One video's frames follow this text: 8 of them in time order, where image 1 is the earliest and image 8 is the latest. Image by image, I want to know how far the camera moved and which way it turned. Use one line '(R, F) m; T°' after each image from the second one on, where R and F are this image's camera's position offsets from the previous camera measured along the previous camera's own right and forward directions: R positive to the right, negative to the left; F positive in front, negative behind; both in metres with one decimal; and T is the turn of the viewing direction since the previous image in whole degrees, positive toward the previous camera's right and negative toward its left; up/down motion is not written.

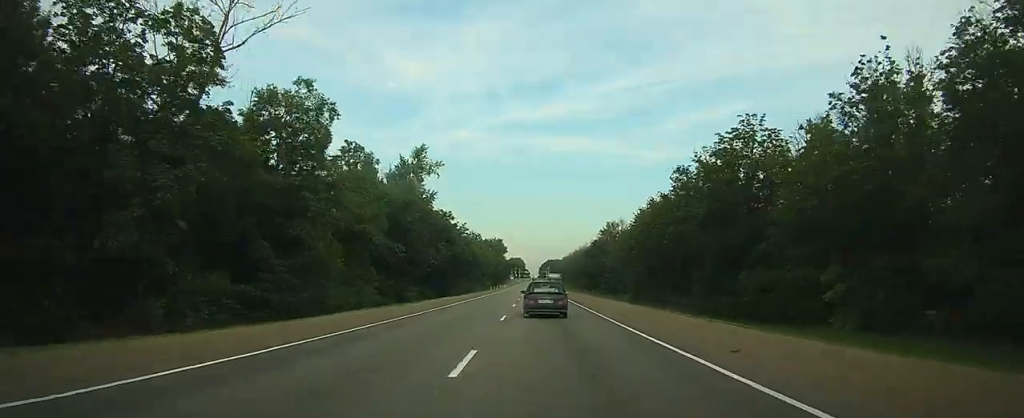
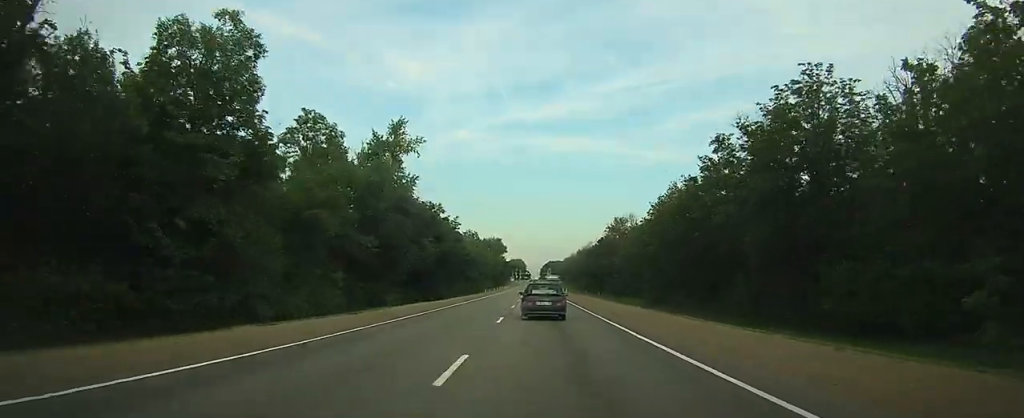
(0.0, +12.7) m; 0°
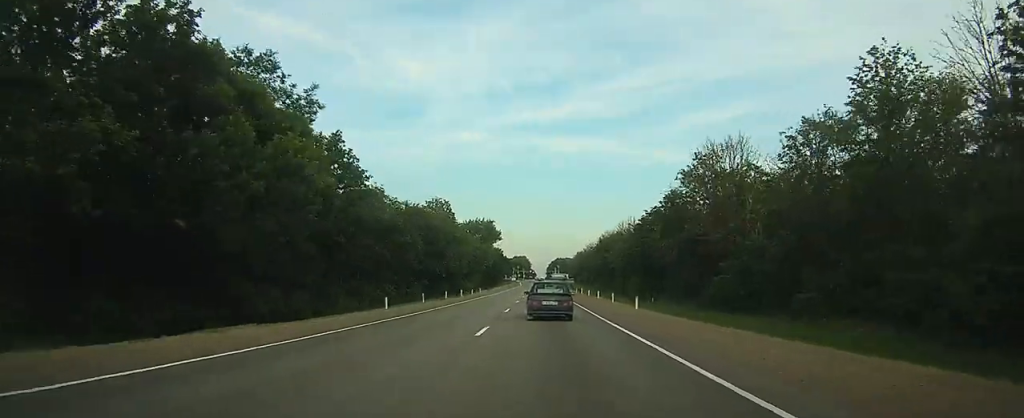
(-0.2, +66.6) m; 0°
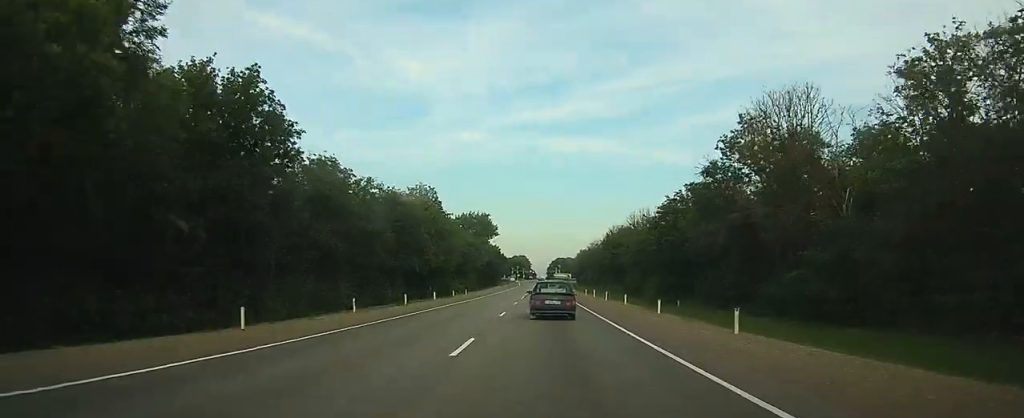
(0.0, +16.2) m; 0°
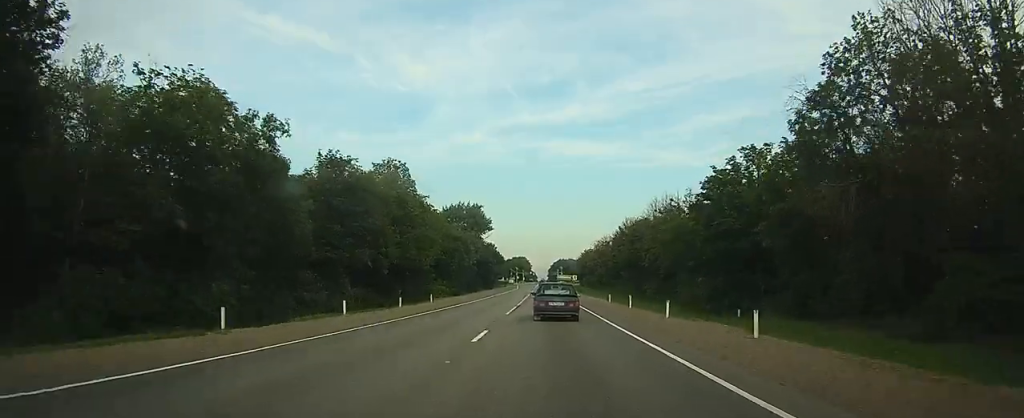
(-0.1, +21.8) m; -1°
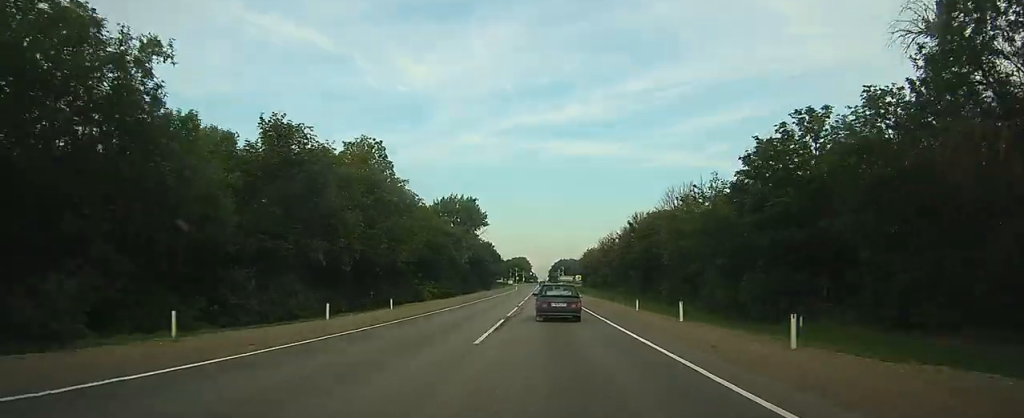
(-0.1, +12.2) m; 0°
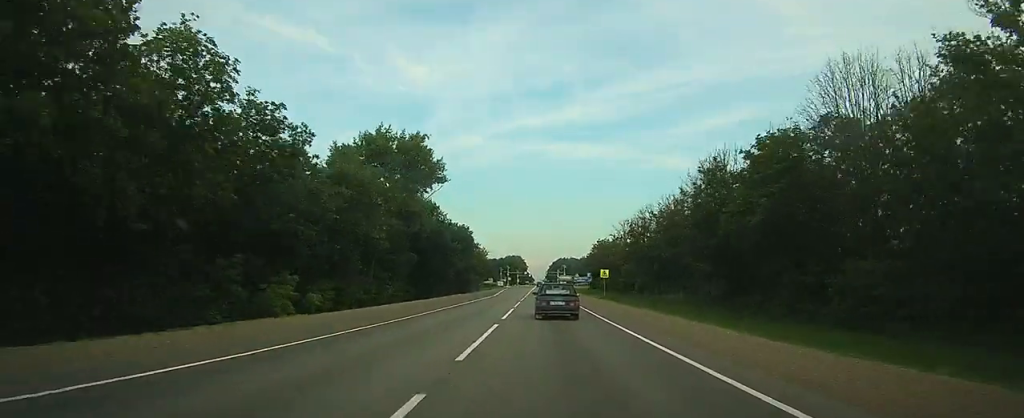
(-0.1, +51.5) m; 0°
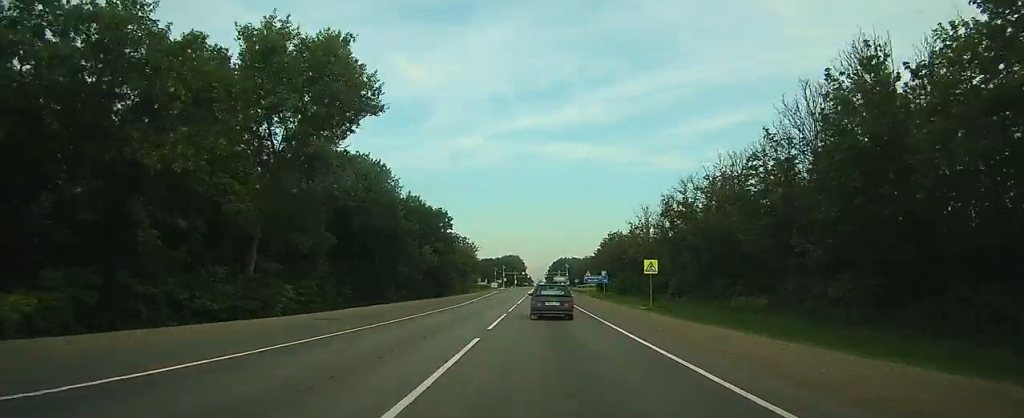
(0.0, +28.9) m; 0°
